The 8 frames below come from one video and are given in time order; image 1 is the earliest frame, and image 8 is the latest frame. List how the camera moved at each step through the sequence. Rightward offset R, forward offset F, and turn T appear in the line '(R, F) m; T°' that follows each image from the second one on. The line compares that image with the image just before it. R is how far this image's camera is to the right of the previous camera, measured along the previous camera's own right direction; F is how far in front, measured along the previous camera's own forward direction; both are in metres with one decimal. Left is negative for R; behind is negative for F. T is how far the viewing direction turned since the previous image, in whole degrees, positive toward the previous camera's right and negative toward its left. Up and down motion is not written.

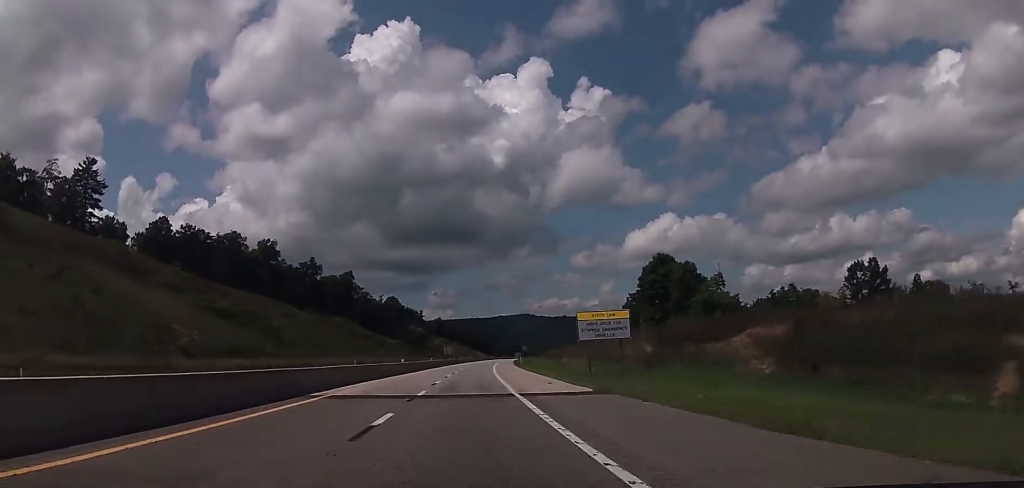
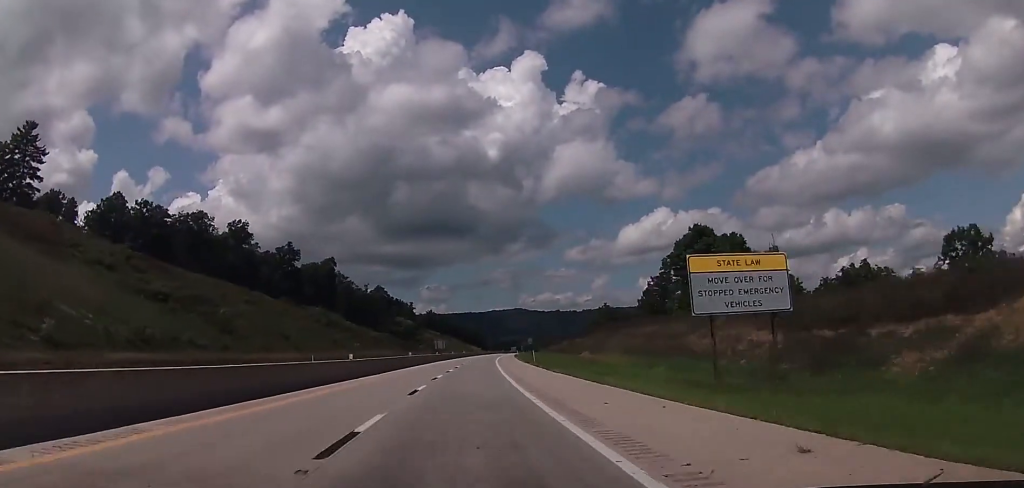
(+0.5, +26.3) m; +2°
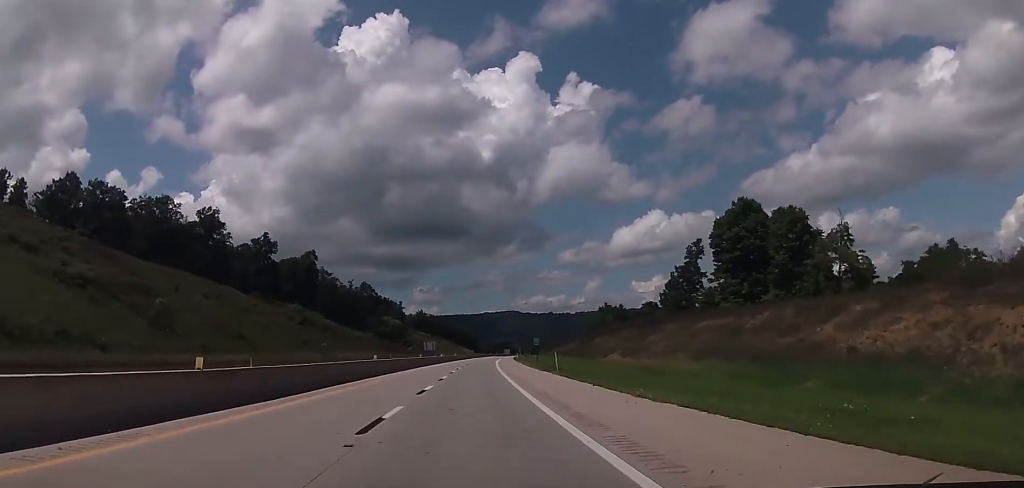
(+0.3, +21.9) m; +1°
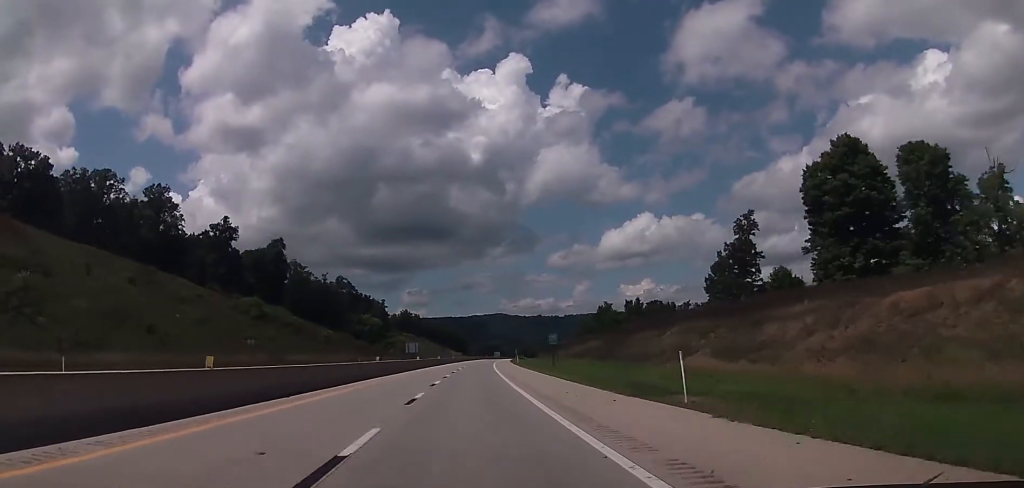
(+0.3, +29.5) m; 0°
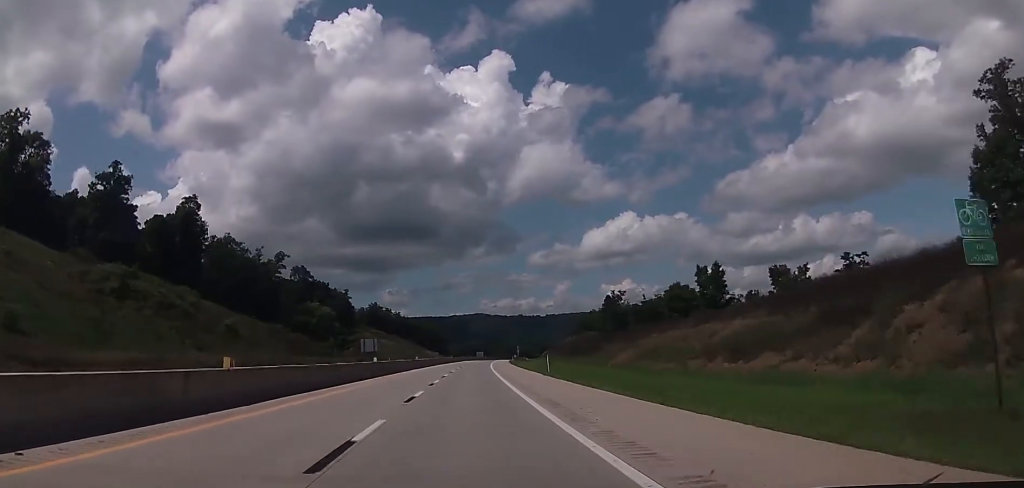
(0.0, +59.1) m; +2°
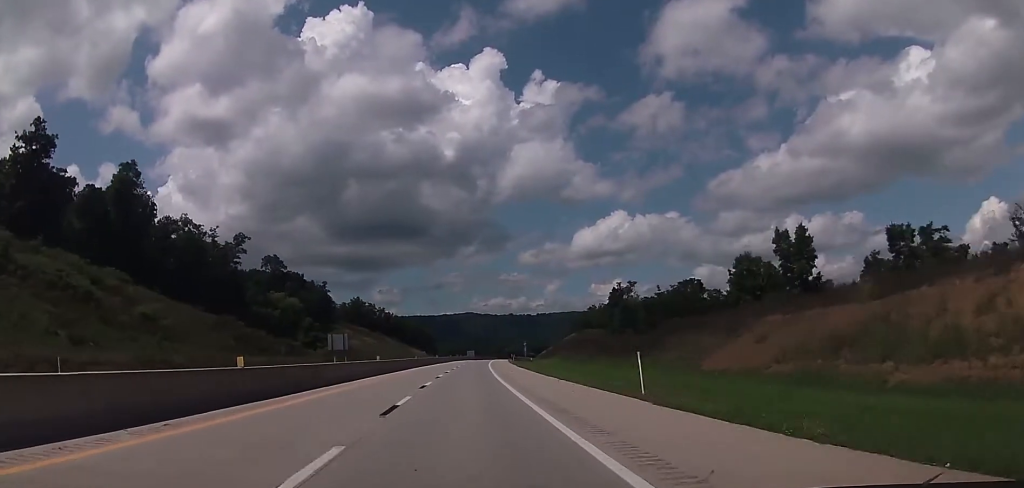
(+0.8, +28.5) m; +1°
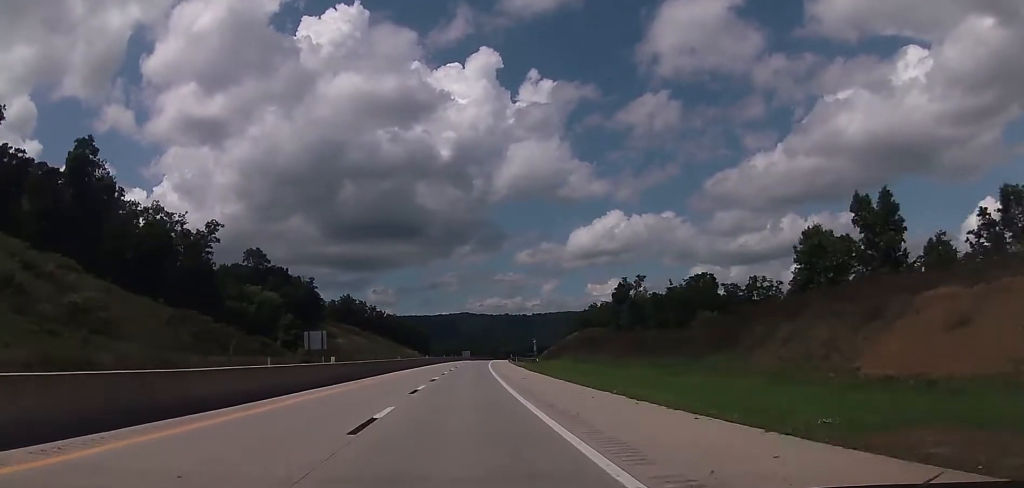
(-0.1, +16.5) m; 0°
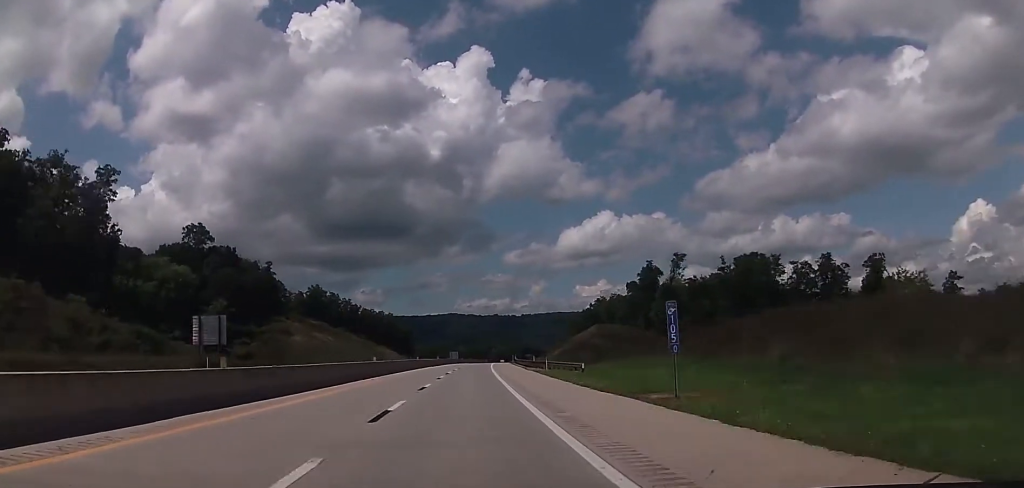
(+0.3, +46.0) m; 0°
